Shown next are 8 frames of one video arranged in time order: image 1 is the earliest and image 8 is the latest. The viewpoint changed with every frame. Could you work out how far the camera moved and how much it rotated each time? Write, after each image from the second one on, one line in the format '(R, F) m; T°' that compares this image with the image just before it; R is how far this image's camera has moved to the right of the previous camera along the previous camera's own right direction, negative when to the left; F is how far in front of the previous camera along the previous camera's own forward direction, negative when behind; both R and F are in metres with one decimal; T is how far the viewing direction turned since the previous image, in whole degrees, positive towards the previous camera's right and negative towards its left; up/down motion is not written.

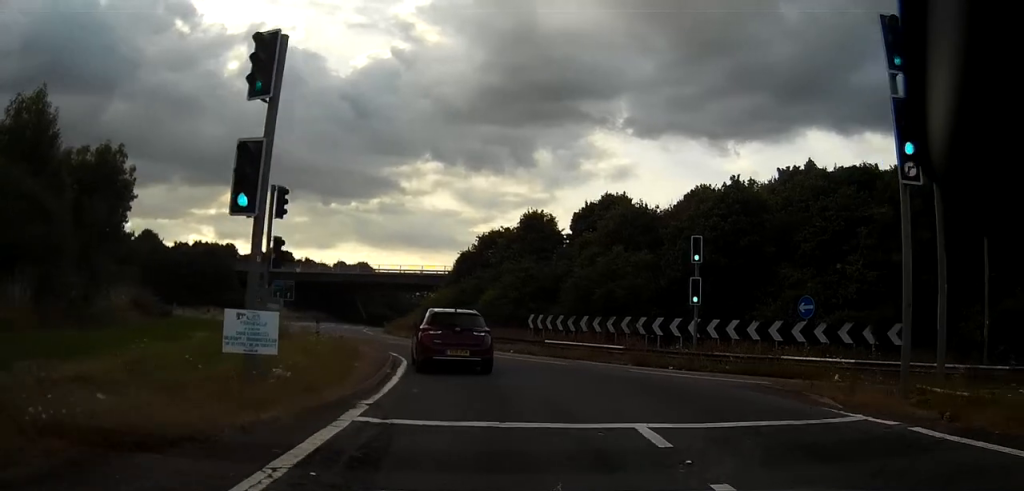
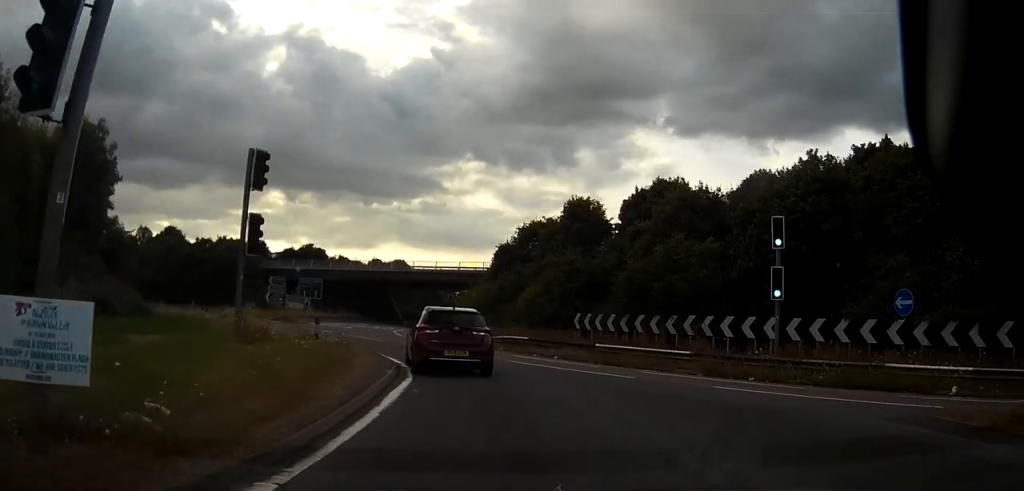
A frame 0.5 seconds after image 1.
(0.0, +5.9) m; 0°
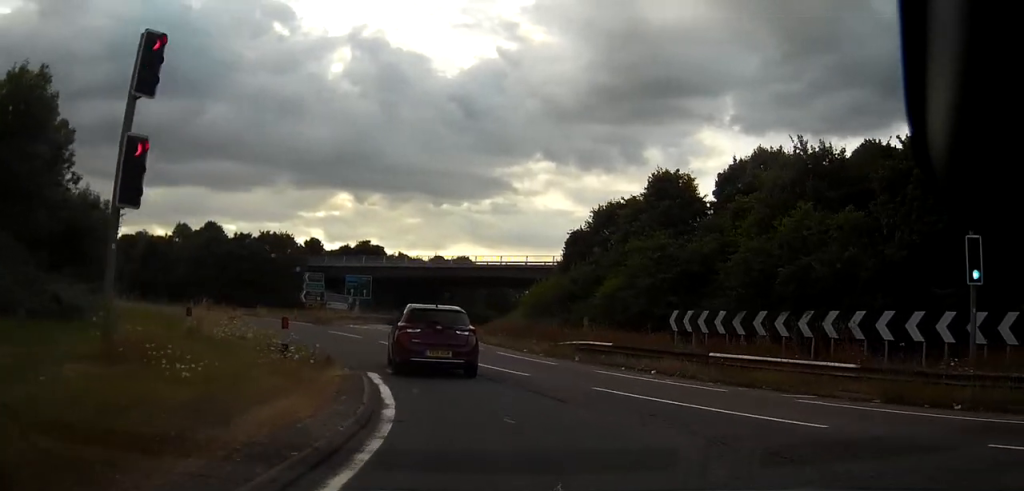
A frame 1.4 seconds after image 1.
(0.0, +9.5) m; -2°
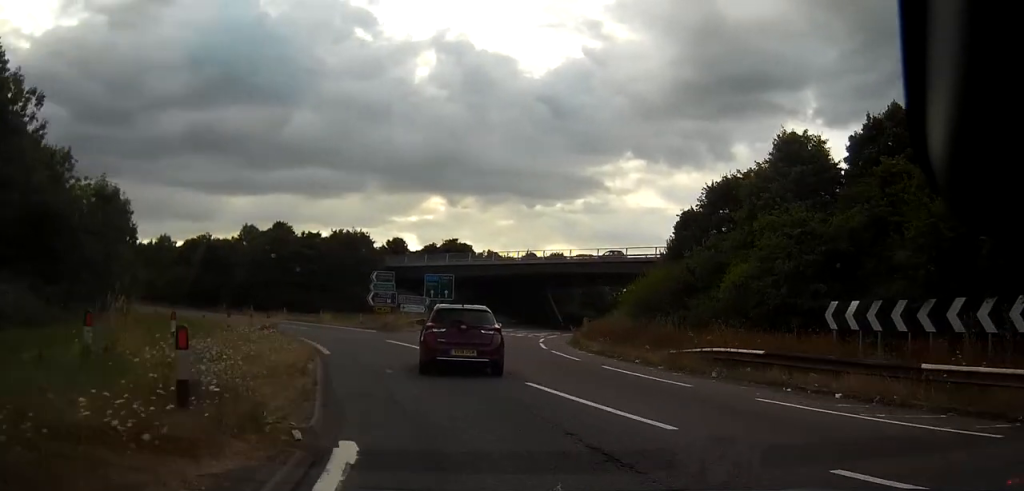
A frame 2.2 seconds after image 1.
(-0.2, +8.6) m; -4°
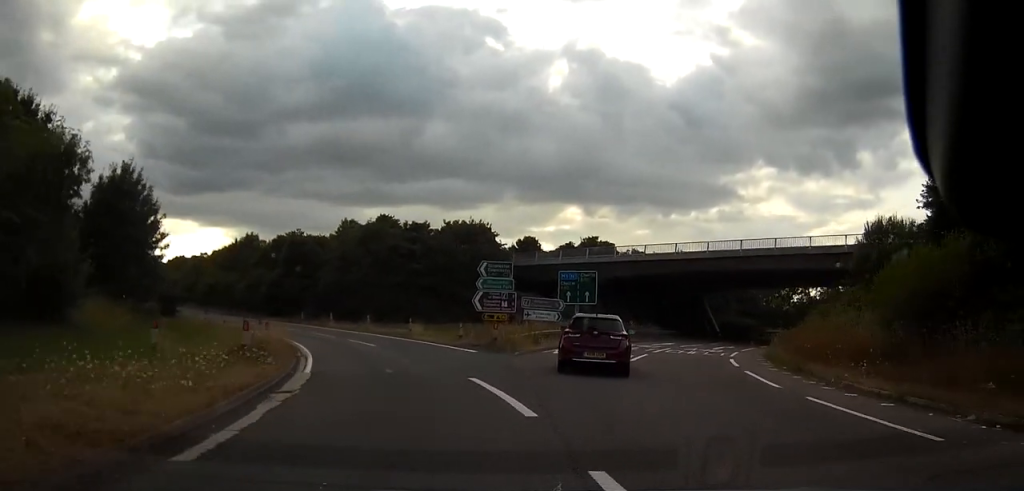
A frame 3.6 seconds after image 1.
(-1.2, +17.2) m; -7°
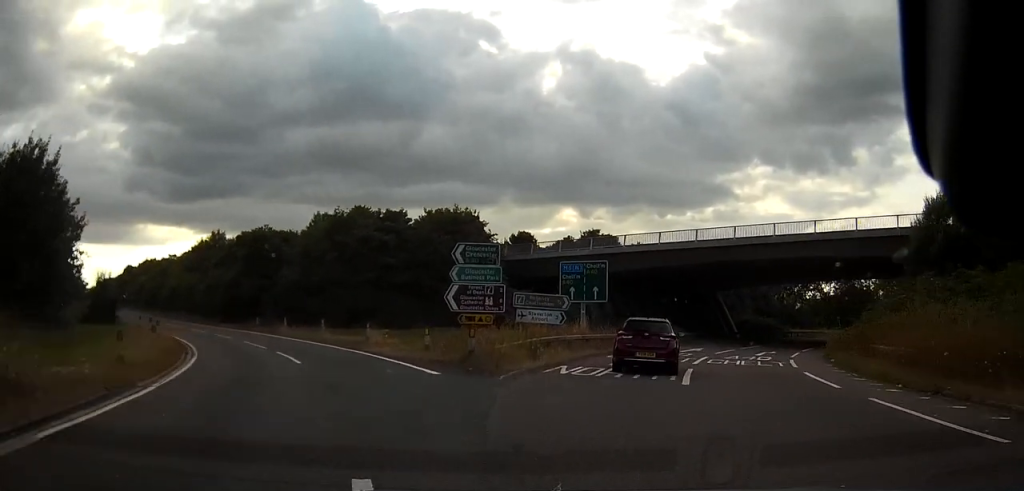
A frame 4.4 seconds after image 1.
(-0.3, +9.6) m; -1°
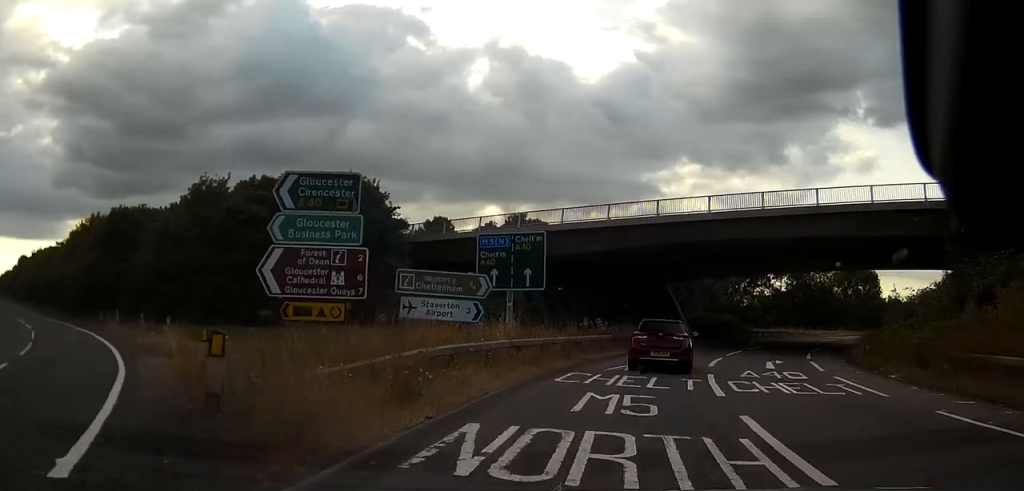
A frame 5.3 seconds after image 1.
(0.0, +11.5) m; +5°
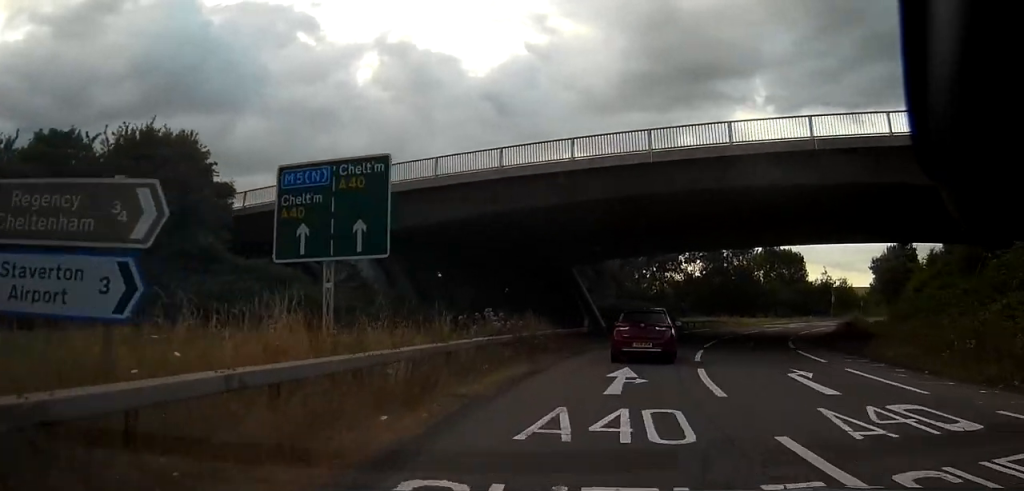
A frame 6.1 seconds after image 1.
(+1.0, +11.4) m; +5°
